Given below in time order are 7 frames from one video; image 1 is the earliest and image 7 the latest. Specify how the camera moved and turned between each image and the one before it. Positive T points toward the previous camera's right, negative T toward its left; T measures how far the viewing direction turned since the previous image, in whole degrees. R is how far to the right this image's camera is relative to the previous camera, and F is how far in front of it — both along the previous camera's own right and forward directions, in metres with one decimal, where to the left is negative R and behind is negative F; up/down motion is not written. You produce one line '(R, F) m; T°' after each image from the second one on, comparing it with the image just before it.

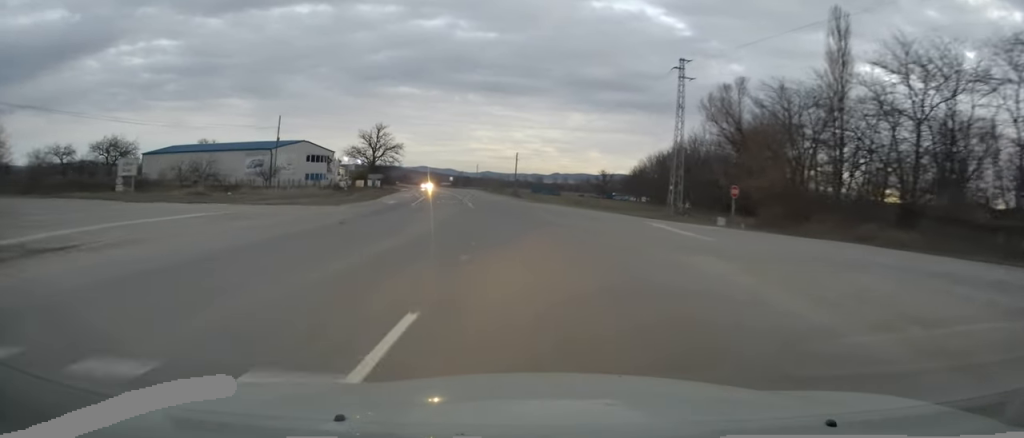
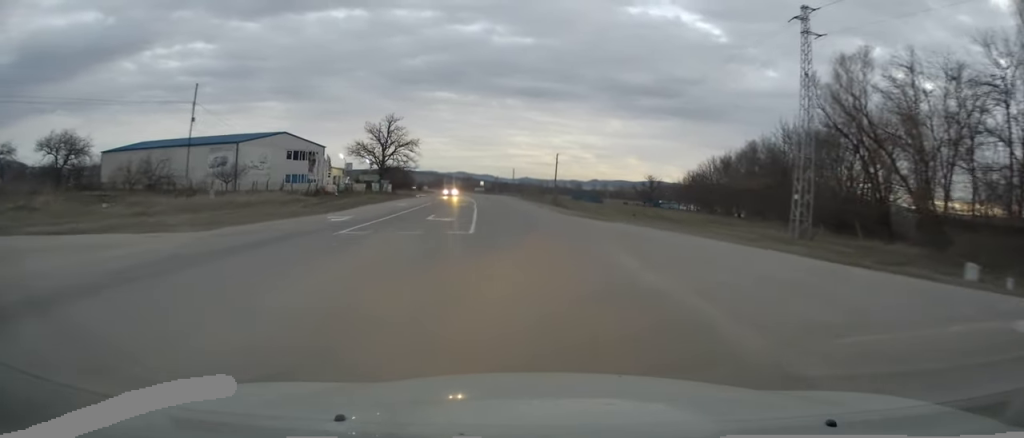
(-0.6, +19.5) m; -4°
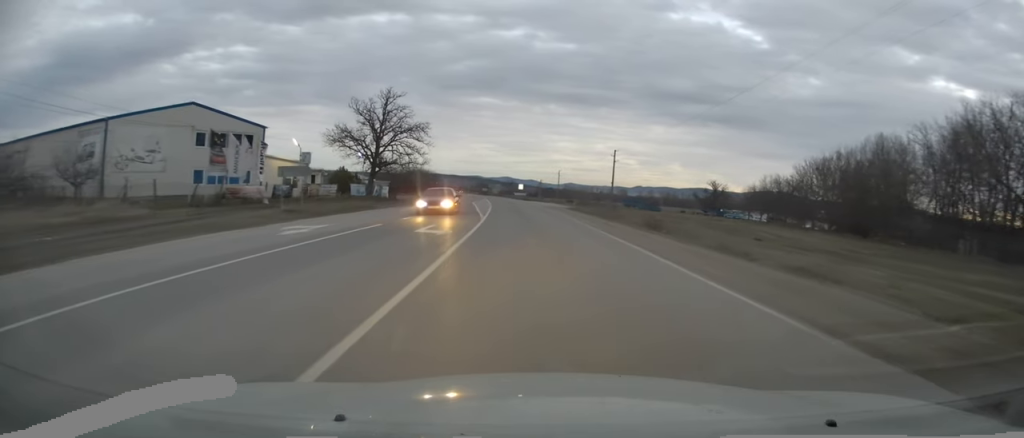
(-0.7, +26.6) m; -3°
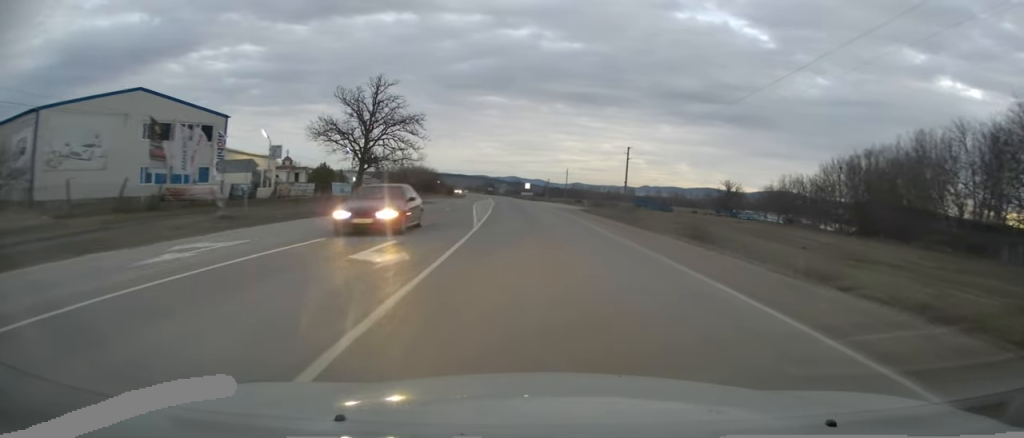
(0.0, +7.0) m; -1°
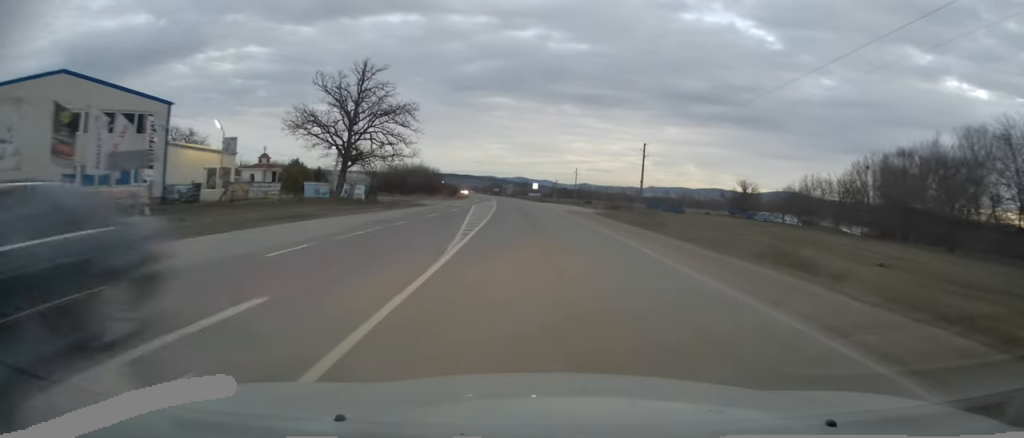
(-0.3, +7.6) m; -1°
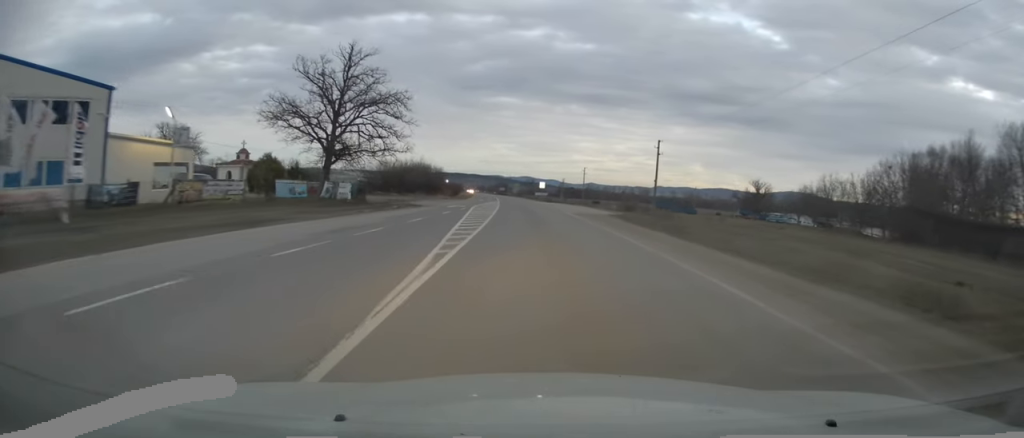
(-0.1, +5.7) m; -1°
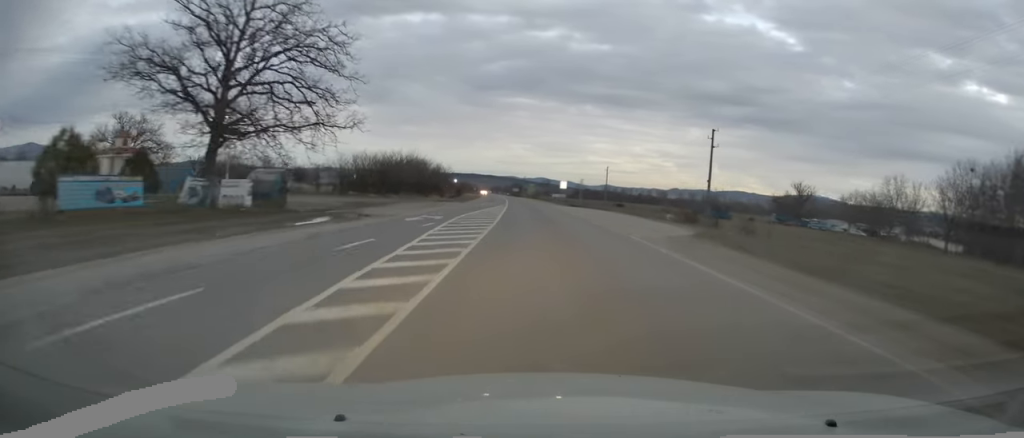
(-0.1, +18.6) m; 0°
